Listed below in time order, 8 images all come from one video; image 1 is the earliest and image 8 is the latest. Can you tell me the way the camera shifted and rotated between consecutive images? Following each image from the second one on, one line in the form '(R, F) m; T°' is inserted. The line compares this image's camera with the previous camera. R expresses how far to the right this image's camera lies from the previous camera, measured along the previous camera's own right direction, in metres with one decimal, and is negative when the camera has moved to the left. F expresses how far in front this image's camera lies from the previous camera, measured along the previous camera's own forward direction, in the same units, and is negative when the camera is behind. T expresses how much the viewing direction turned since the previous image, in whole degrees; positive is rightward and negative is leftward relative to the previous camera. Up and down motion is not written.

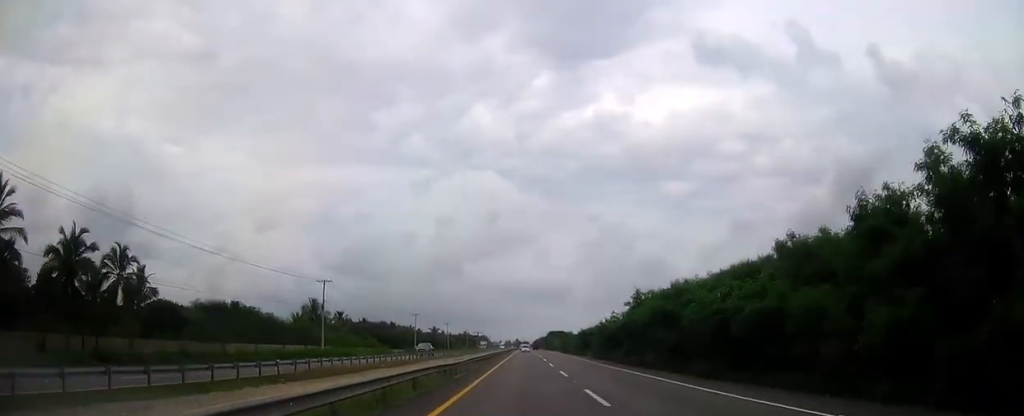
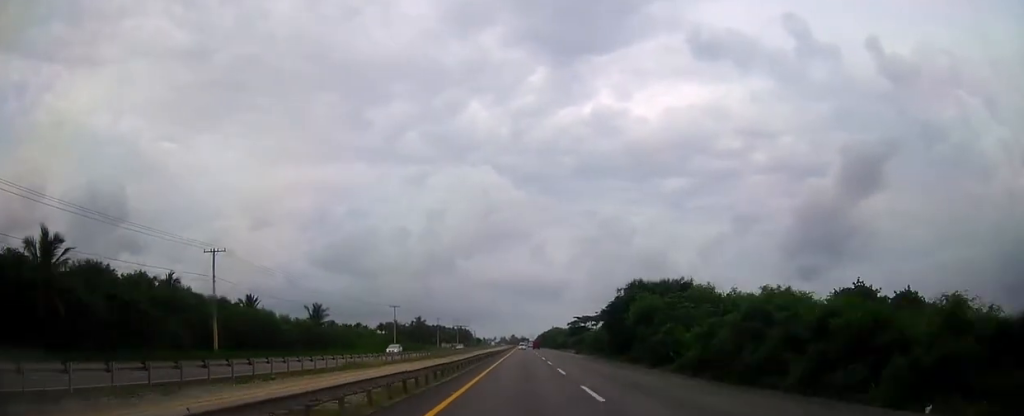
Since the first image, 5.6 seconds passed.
(-0.4, +172.7) m; 0°
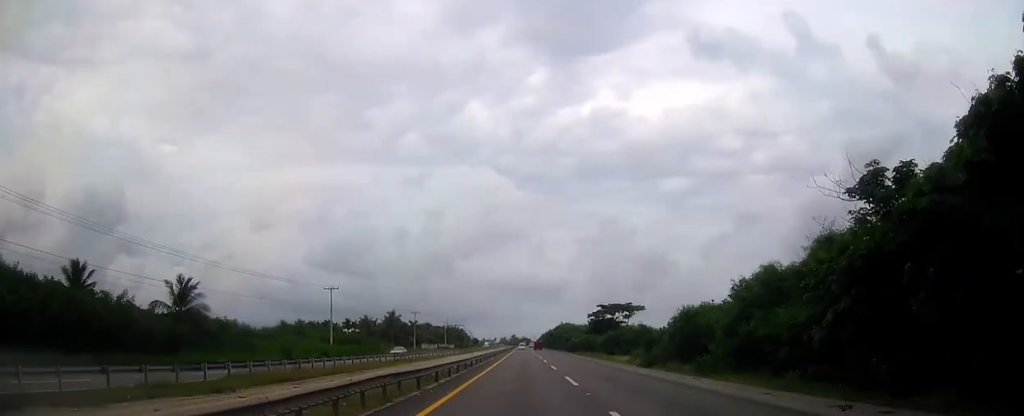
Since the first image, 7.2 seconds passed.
(+0.1, +49.0) m; 0°
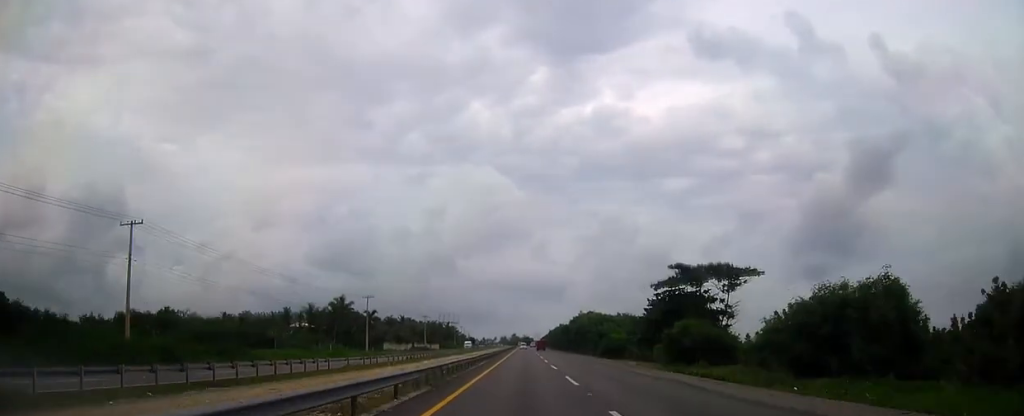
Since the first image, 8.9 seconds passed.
(-0.1, +52.7) m; 0°
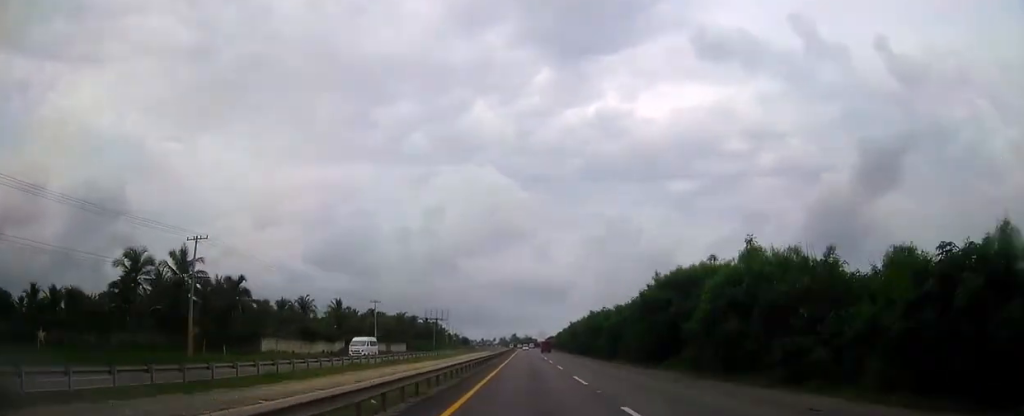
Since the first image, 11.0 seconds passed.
(-0.1, +64.8) m; 0°
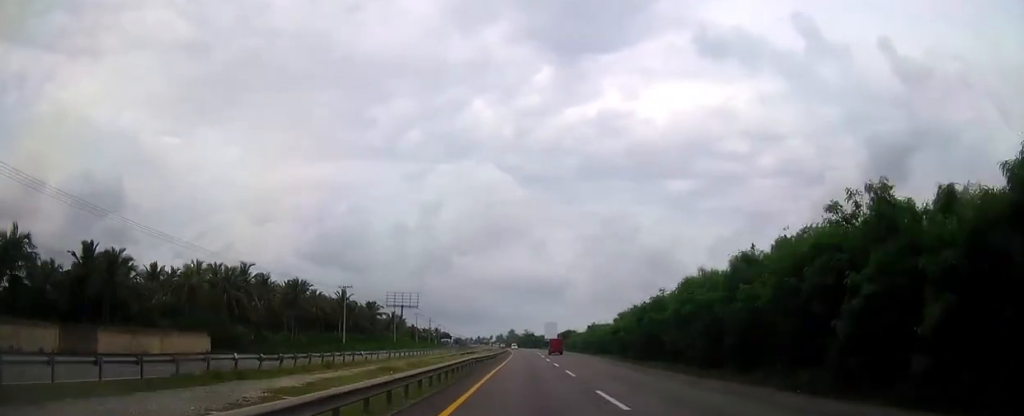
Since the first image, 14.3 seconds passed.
(+0.2, +101.7) m; 0°
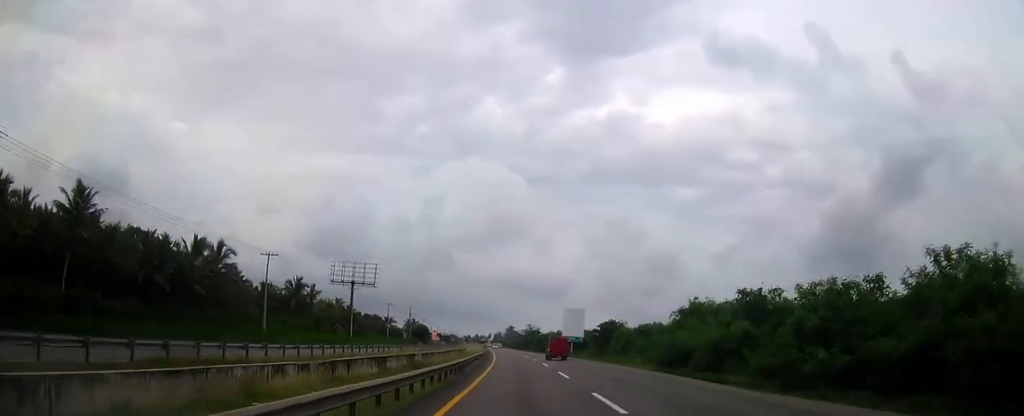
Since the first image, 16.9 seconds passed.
(-0.3, +79.6) m; -1°
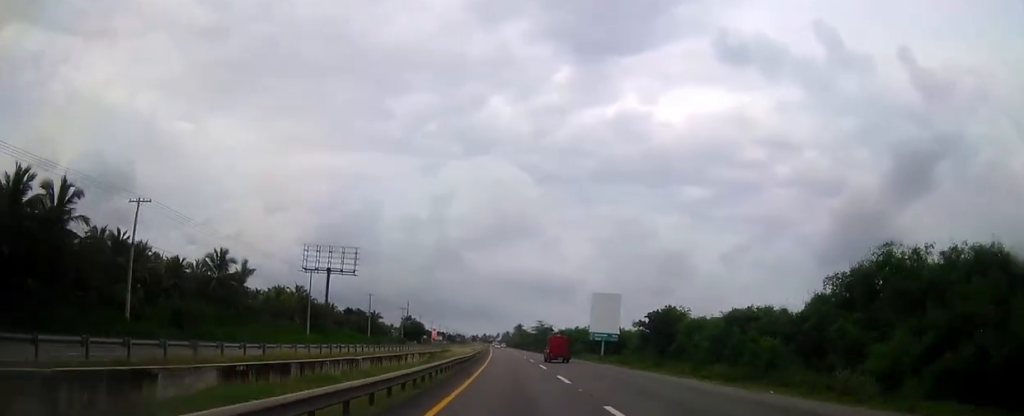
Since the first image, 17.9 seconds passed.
(-0.1, +30.6) m; -1°
